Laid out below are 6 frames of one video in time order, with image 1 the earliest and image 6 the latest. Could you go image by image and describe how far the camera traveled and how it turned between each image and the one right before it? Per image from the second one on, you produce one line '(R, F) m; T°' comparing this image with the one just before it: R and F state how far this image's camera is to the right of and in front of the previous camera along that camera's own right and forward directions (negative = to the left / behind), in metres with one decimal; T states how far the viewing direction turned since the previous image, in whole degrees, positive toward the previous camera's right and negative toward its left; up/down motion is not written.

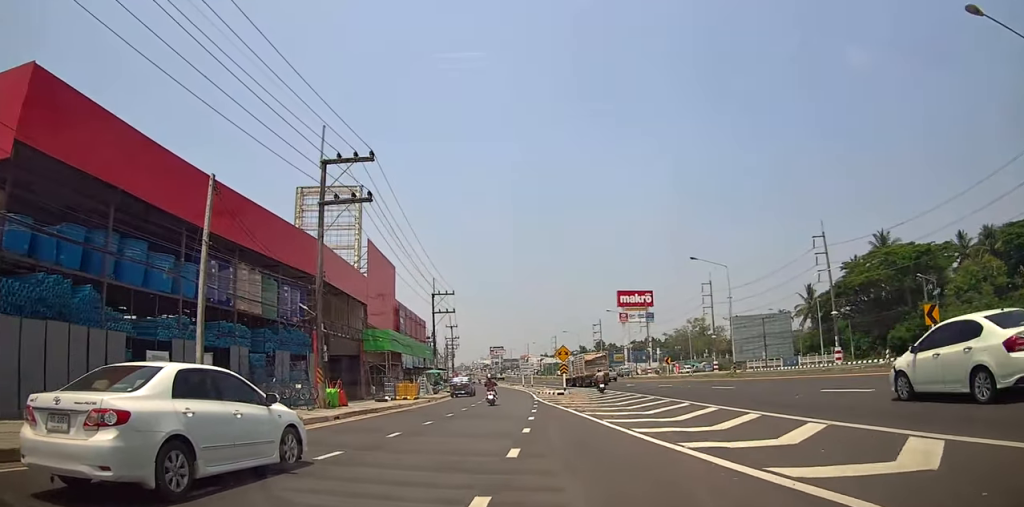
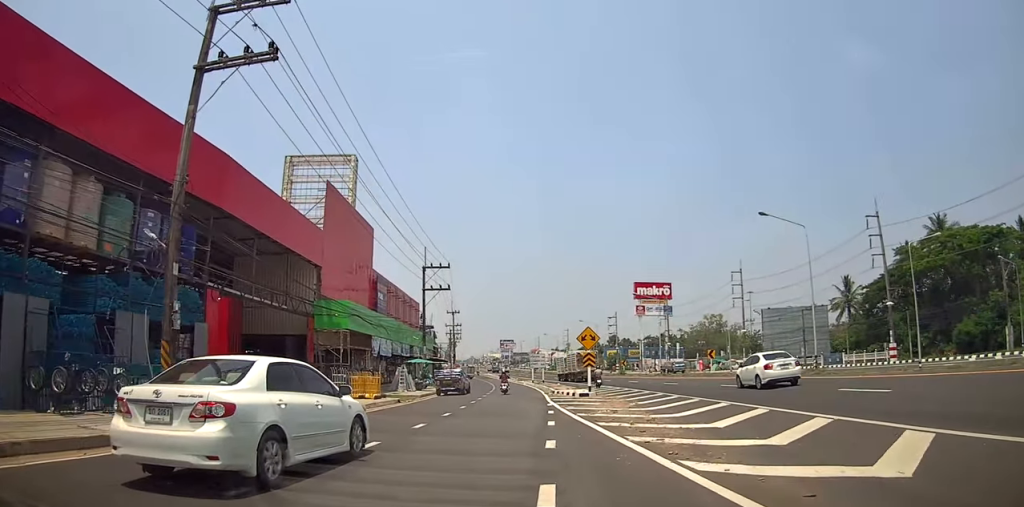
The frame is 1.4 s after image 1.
(+0.6, +12.6) m; 0°
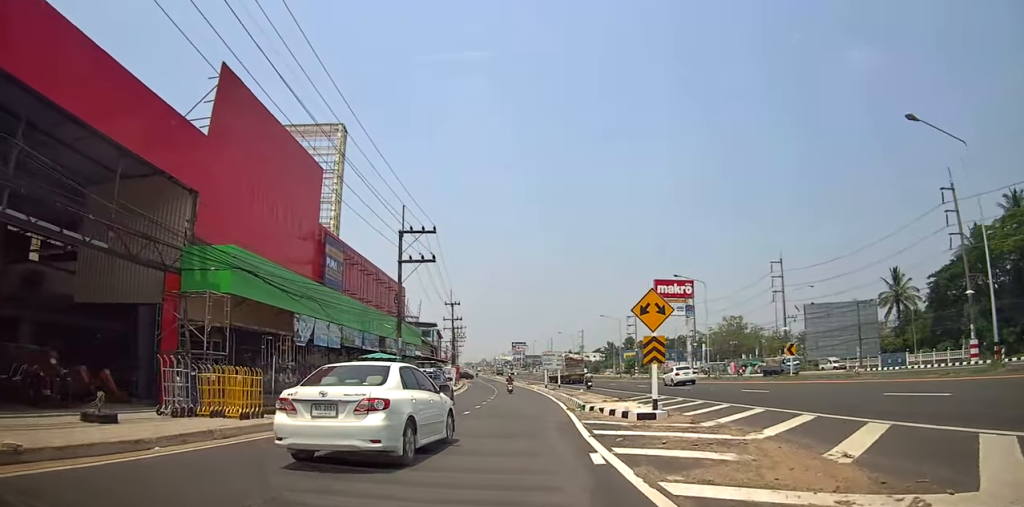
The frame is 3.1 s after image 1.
(-0.5, +14.1) m; -3°
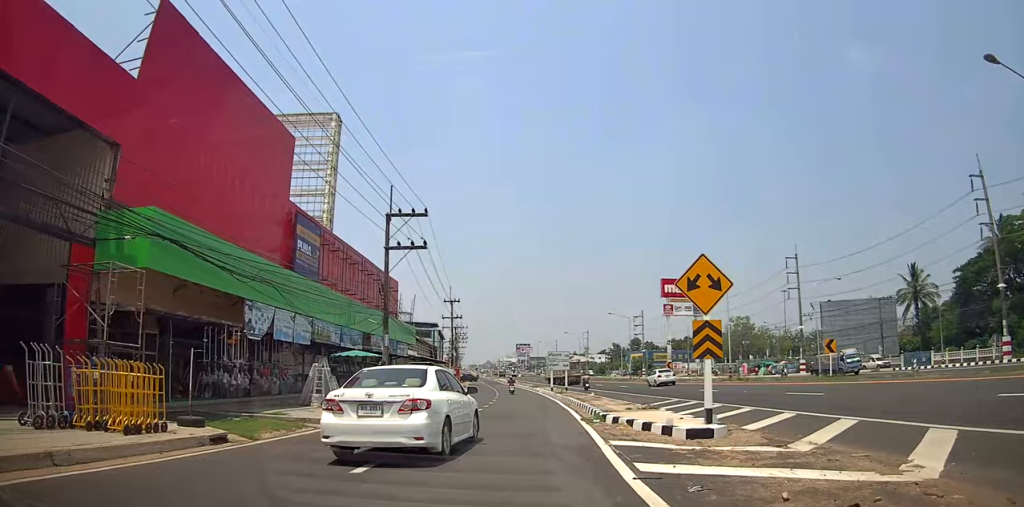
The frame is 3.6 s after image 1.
(-0.1, +4.7) m; -1°
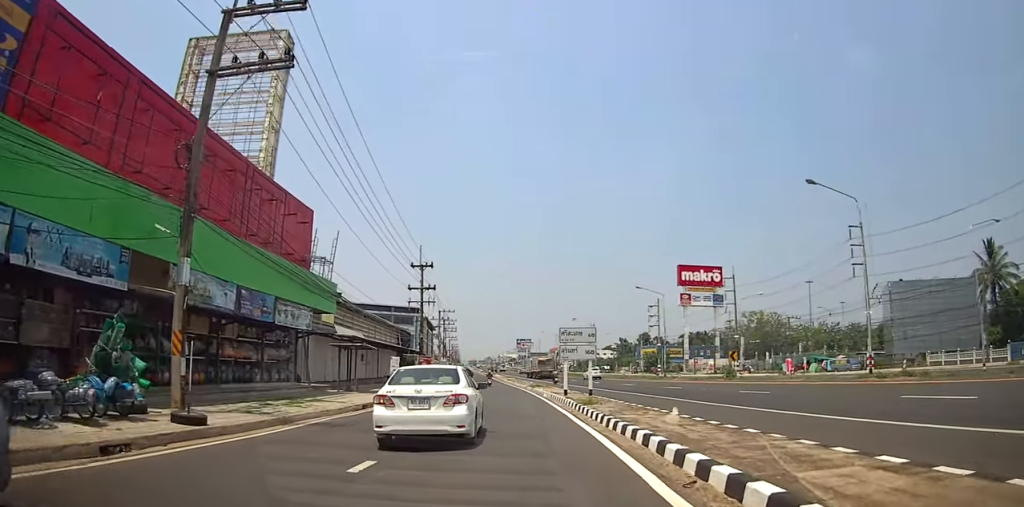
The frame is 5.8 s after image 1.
(-0.7, +20.4) m; -3°
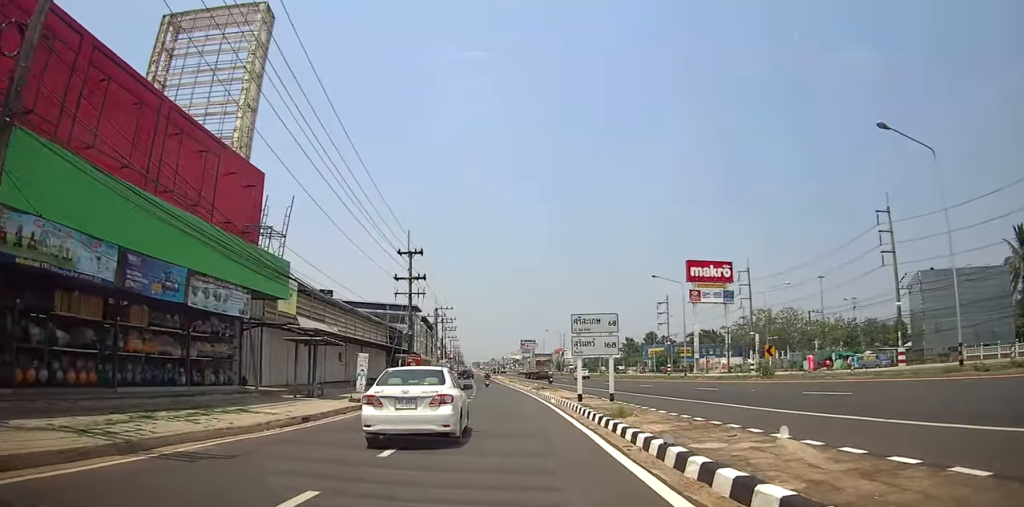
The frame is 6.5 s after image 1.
(0.0, +6.2) m; 0°
